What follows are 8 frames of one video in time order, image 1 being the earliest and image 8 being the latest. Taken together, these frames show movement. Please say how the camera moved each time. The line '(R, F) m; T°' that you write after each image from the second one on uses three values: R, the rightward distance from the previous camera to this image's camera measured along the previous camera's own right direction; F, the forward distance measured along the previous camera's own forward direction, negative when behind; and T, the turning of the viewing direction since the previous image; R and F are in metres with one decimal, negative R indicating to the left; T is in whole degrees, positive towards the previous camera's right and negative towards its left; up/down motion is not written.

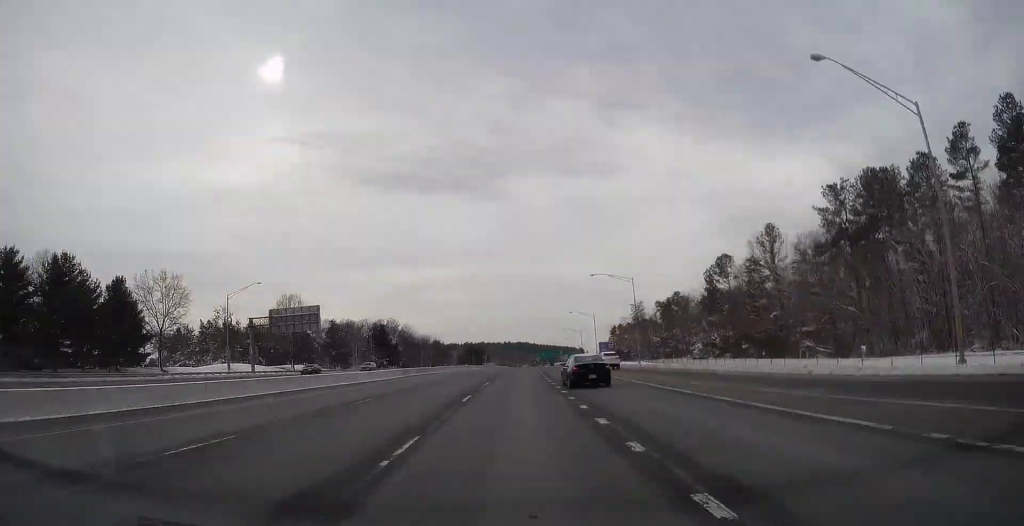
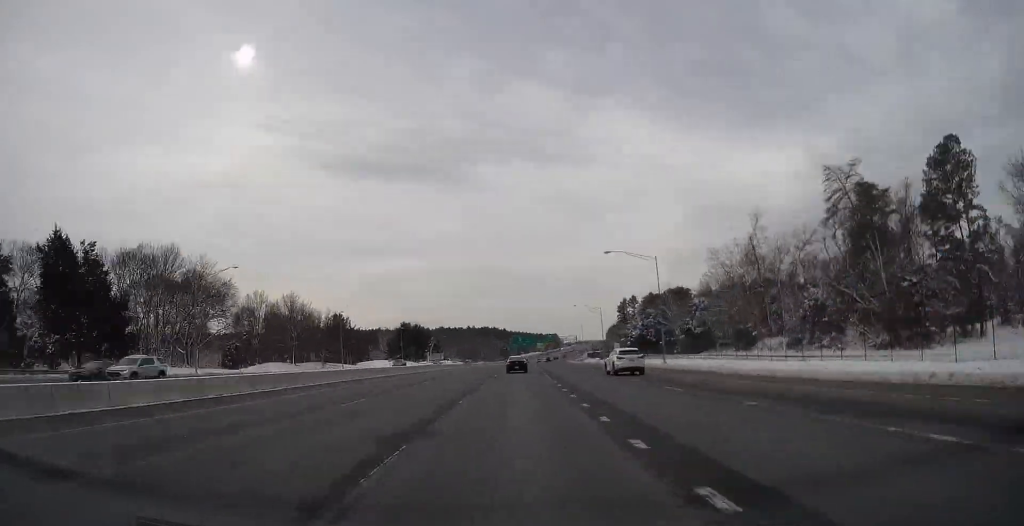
(+7.9, +162.7) m; +3°
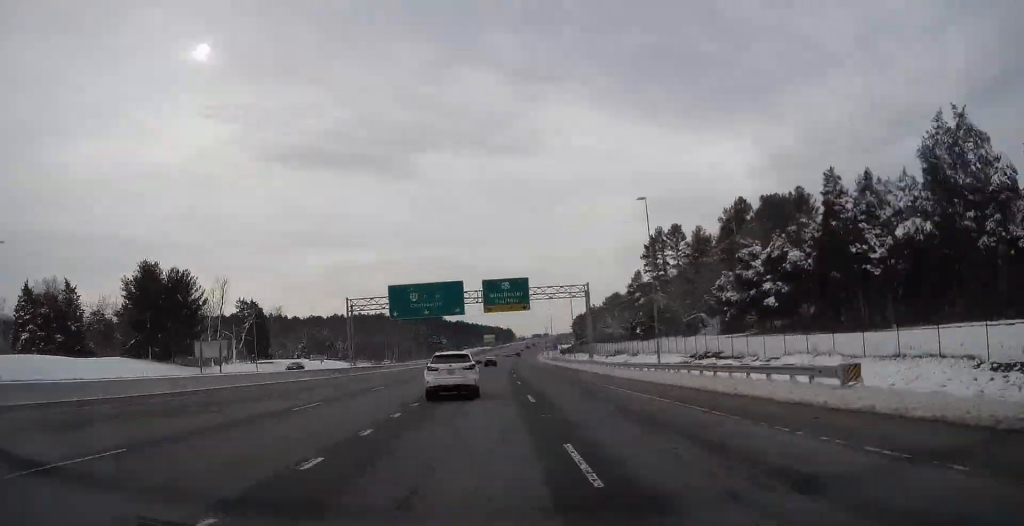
(+5.6, +166.9) m; +3°
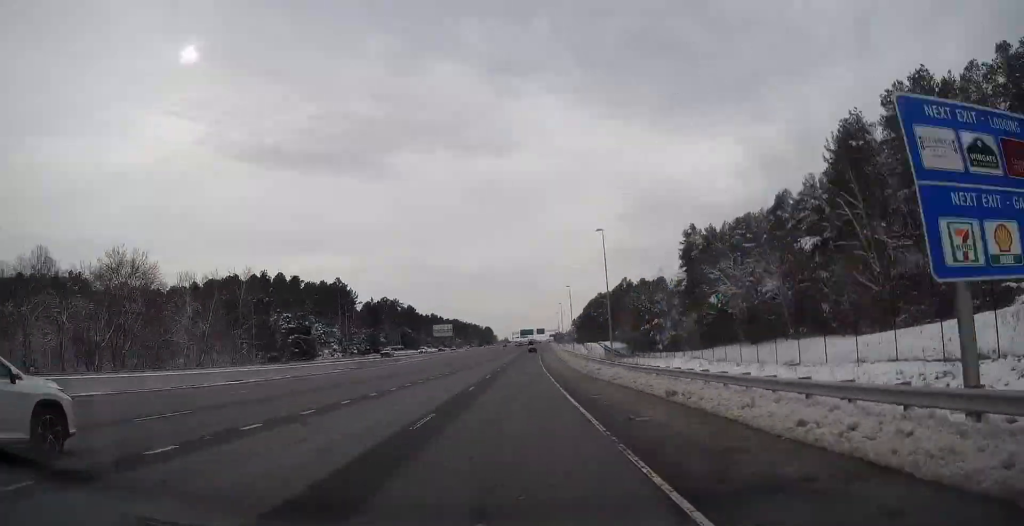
(+7.1, +217.6) m; +3°
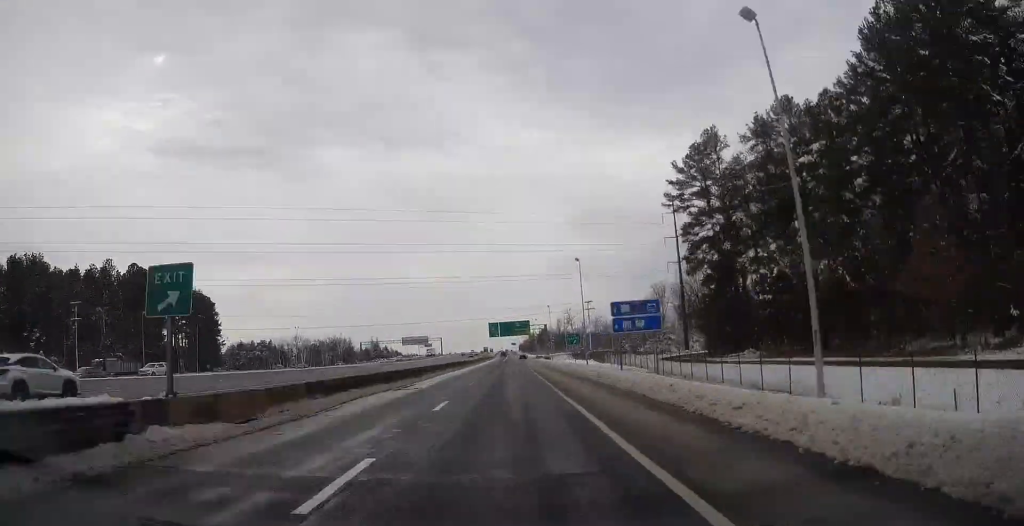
(+25.0, +567.6) m; +9°
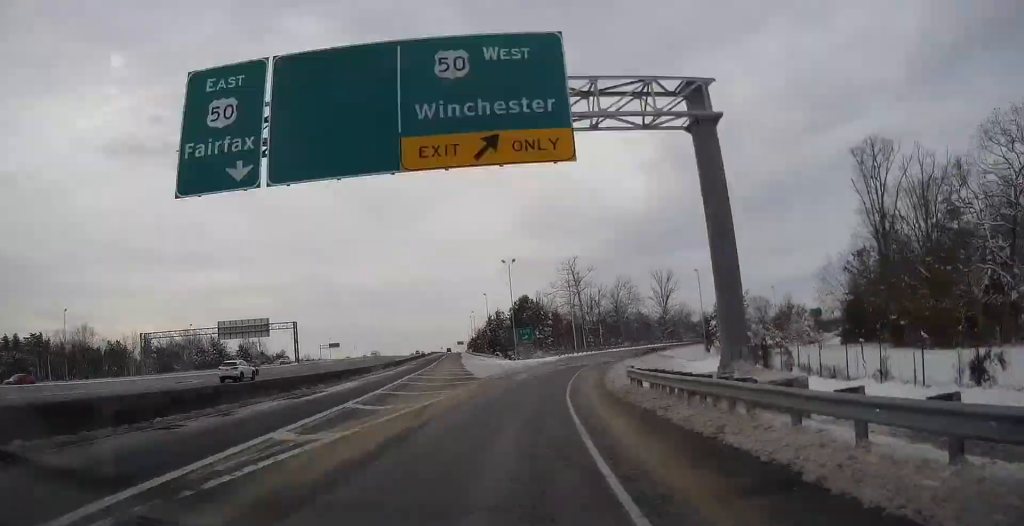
(+13.6, +127.0) m; +17°
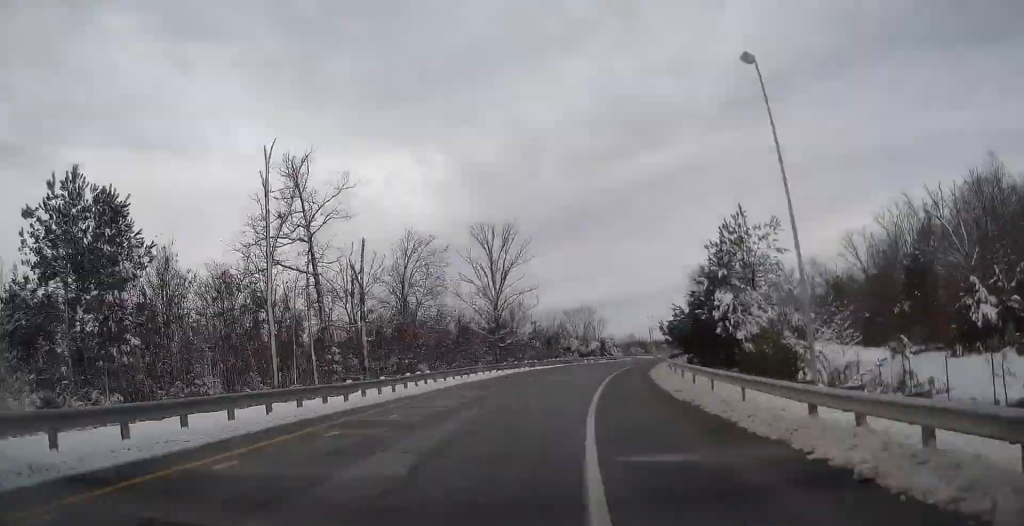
(+8.1, +72.0) m; +9°
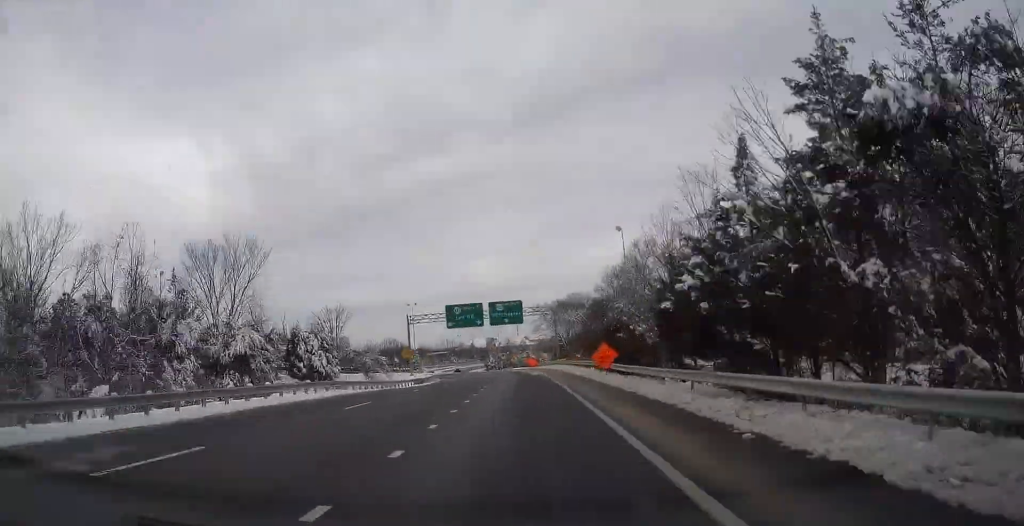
(+15.5, +79.6) m; +8°
